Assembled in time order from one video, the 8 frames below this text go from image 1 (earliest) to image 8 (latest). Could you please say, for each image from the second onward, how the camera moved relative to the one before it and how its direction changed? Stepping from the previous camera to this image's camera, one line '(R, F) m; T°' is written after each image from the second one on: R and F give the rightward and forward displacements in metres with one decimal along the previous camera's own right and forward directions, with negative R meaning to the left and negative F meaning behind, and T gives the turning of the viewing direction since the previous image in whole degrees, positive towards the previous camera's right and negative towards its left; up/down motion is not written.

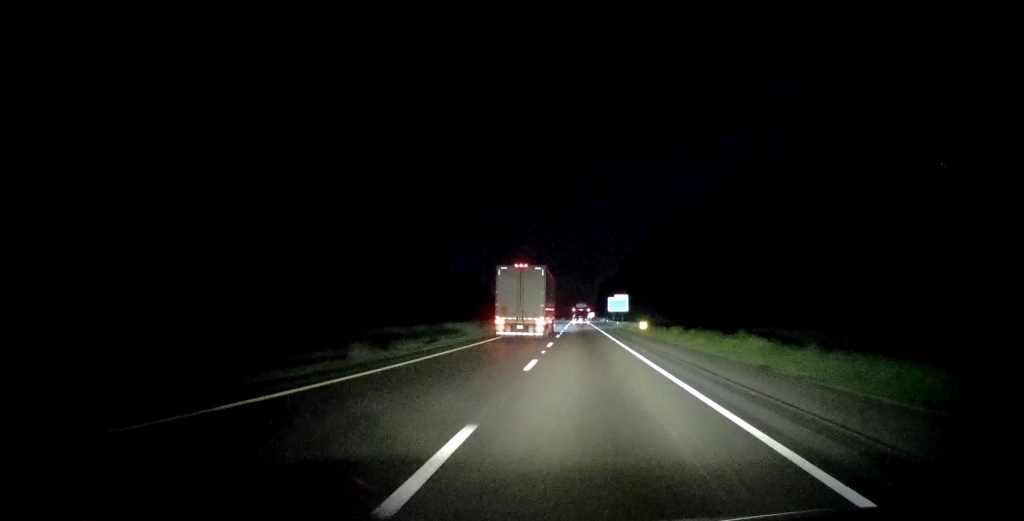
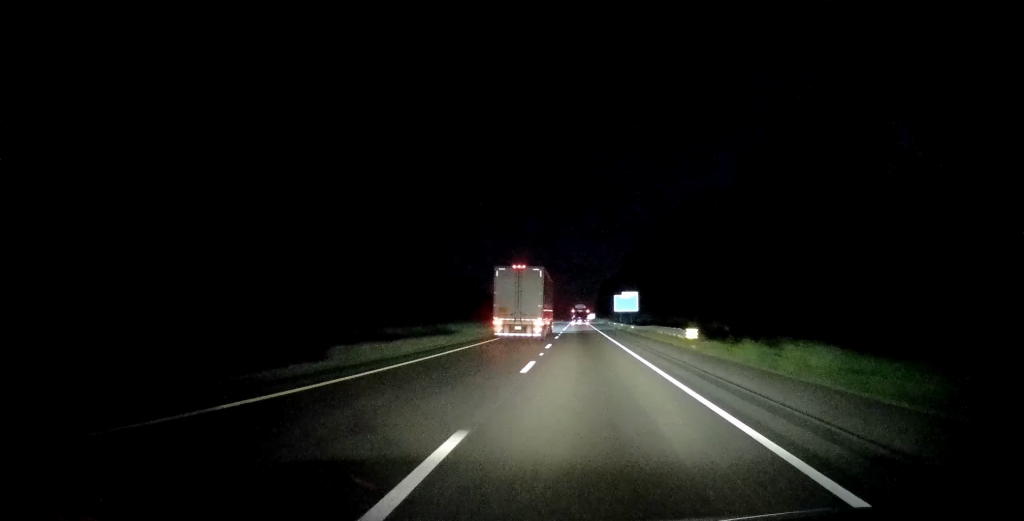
(-0.1, +24.5) m; 0°
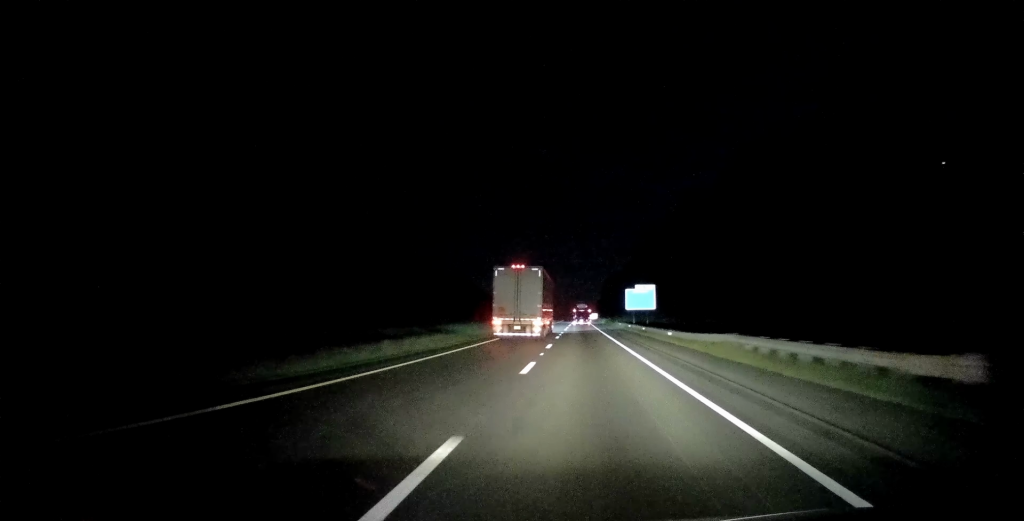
(0.0, +24.5) m; +1°
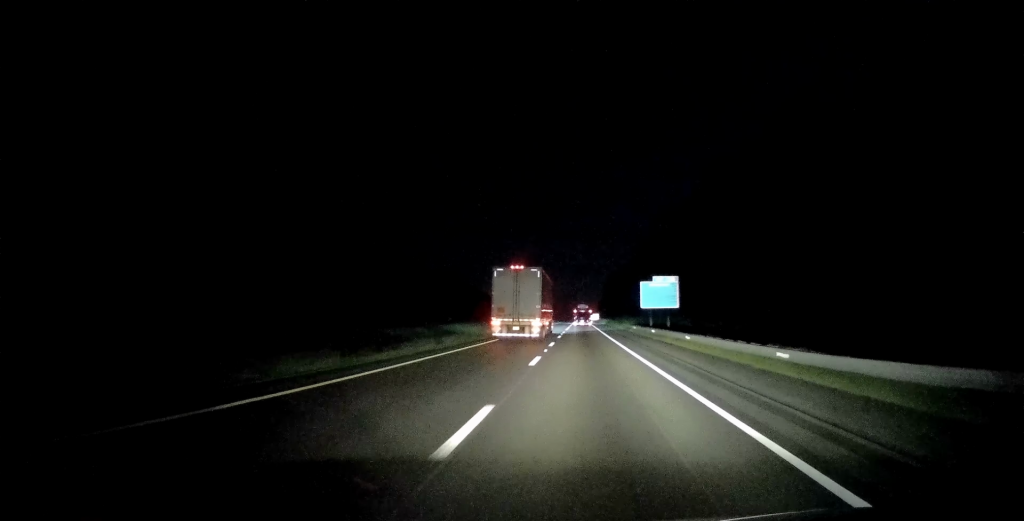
(+0.4, +21.3) m; 0°
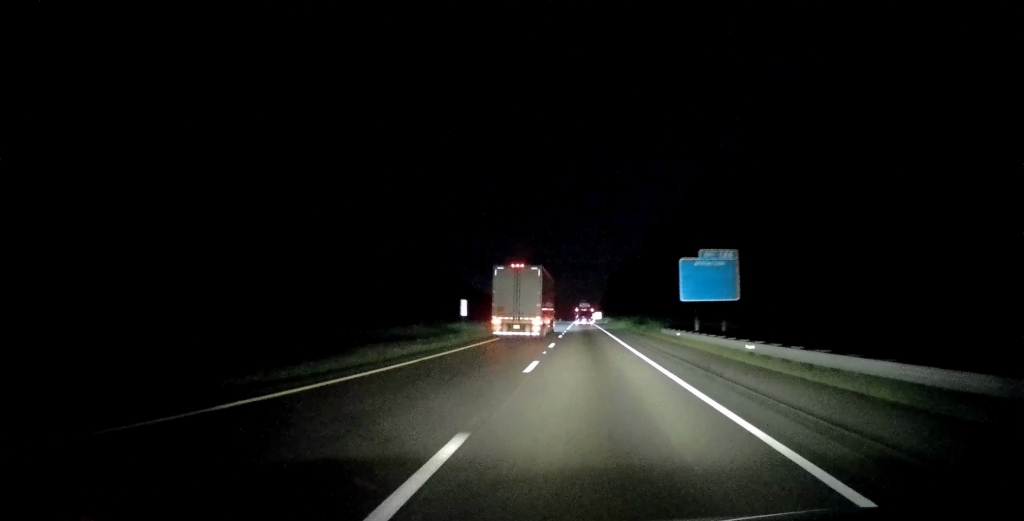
(-0.4, +26.6) m; -1°
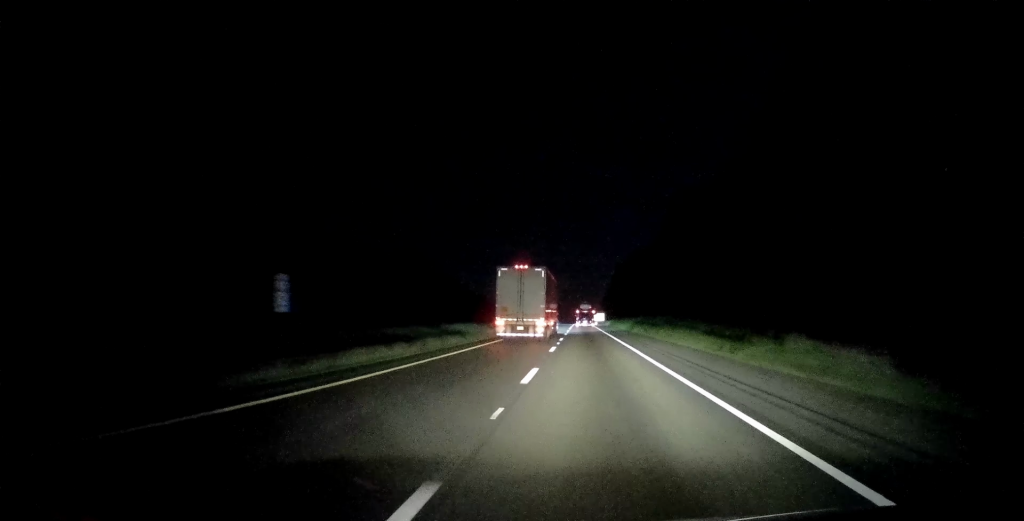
(-0.4, +38.2) m; 0°
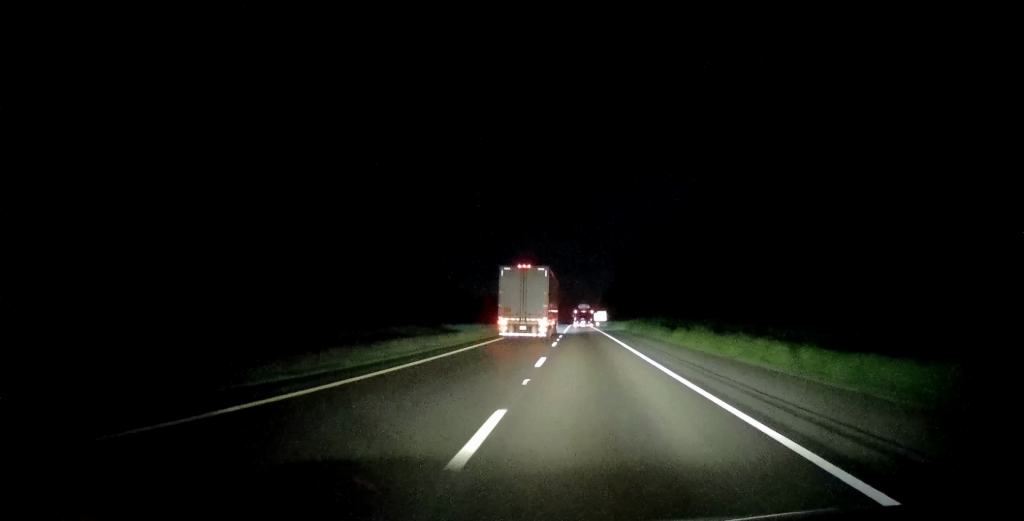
(+0.4, +43.7) m; 0°
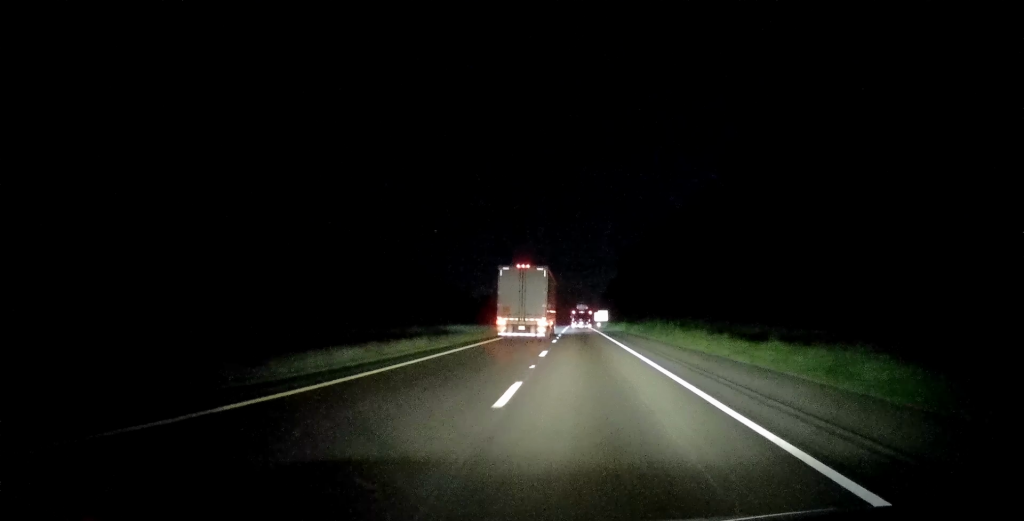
(0.0, +20.2) m; -1°
